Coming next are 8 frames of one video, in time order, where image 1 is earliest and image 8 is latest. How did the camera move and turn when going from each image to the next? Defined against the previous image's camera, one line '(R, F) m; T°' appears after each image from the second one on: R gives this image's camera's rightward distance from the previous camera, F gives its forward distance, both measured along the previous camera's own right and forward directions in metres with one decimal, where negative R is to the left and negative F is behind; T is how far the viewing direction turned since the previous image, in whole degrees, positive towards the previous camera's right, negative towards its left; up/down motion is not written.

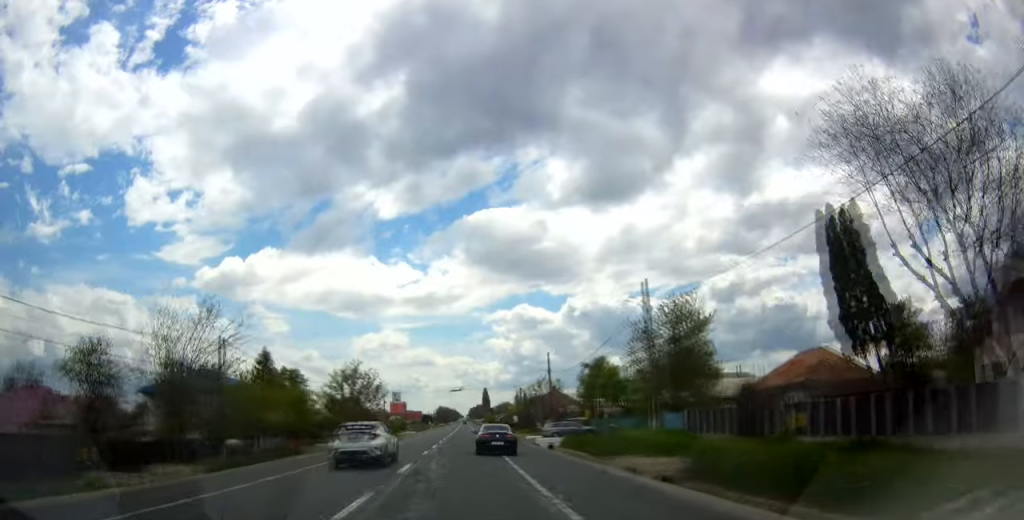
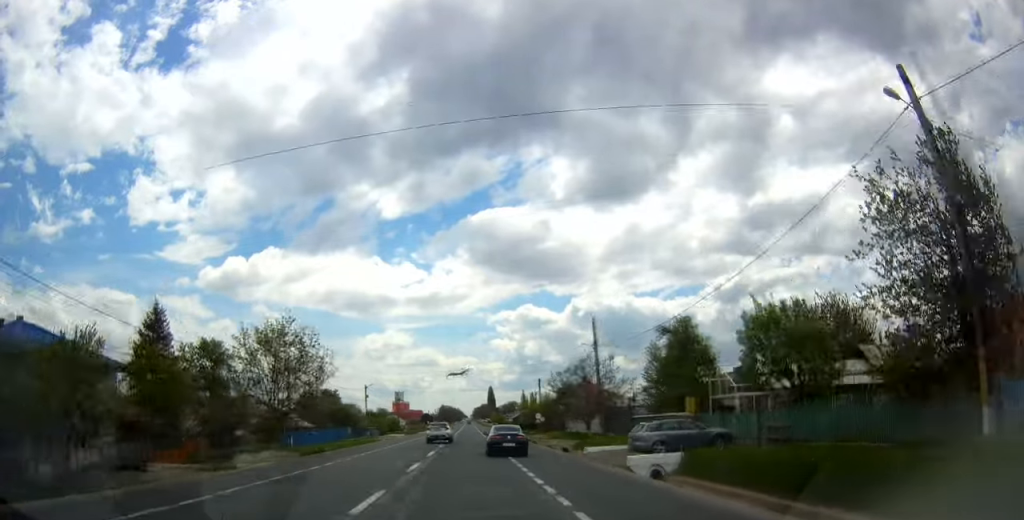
(-0.3, +25.1) m; -1°
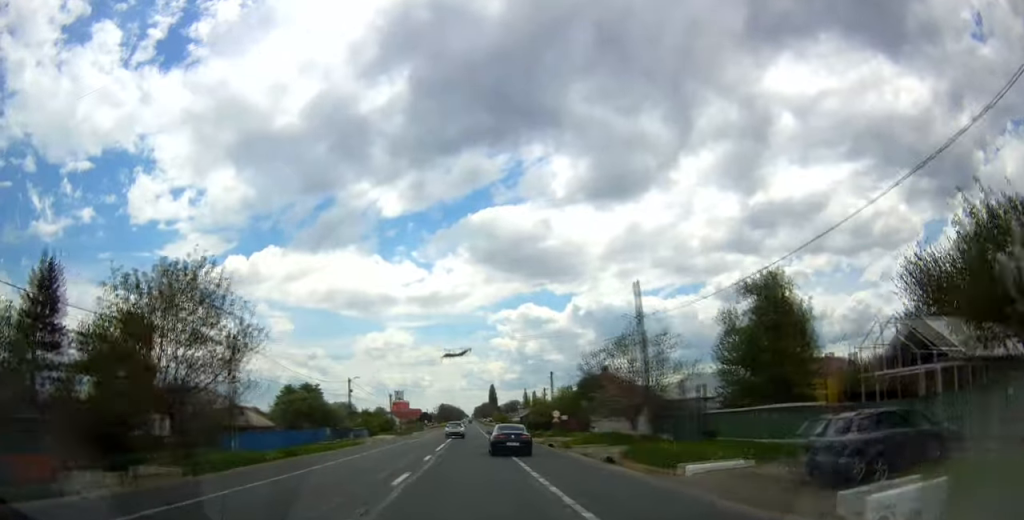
(-0.1, +13.2) m; 0°
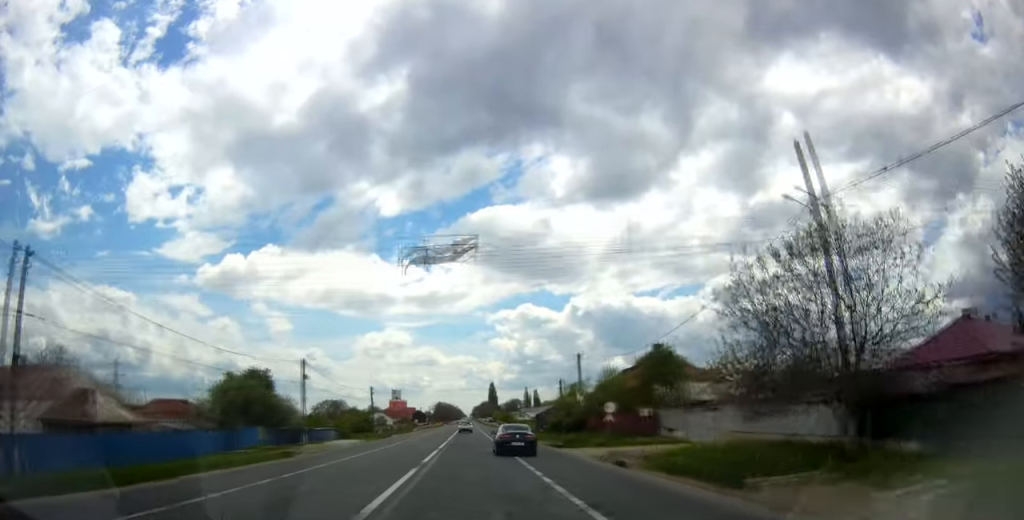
(+0.4, +22.1) m; 0°
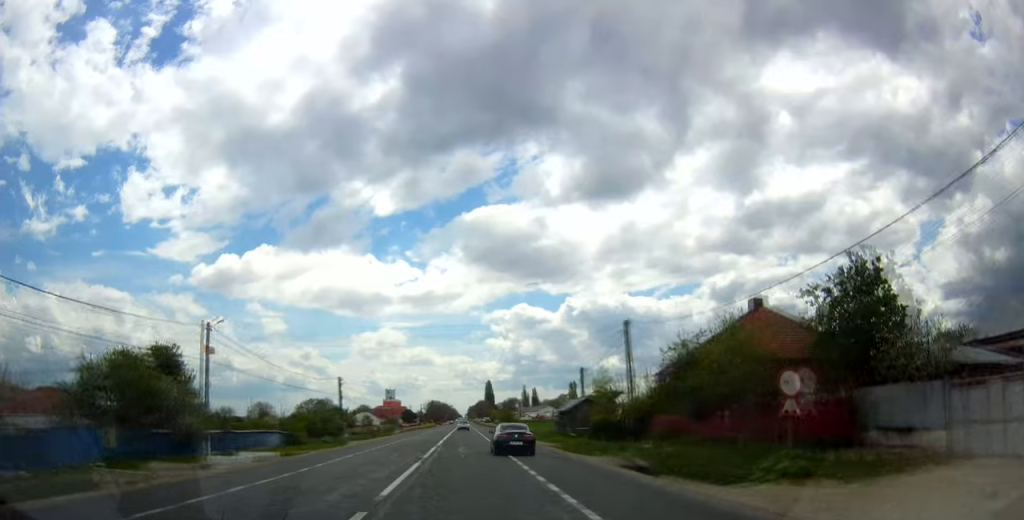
(-0.2, +21.6) m; -1°
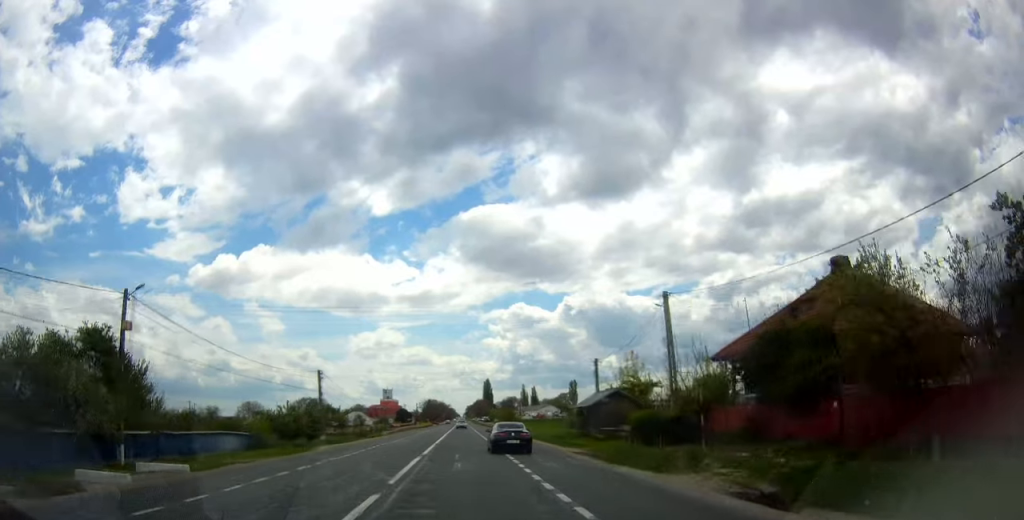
(-0.1, +9.6) m; 0°
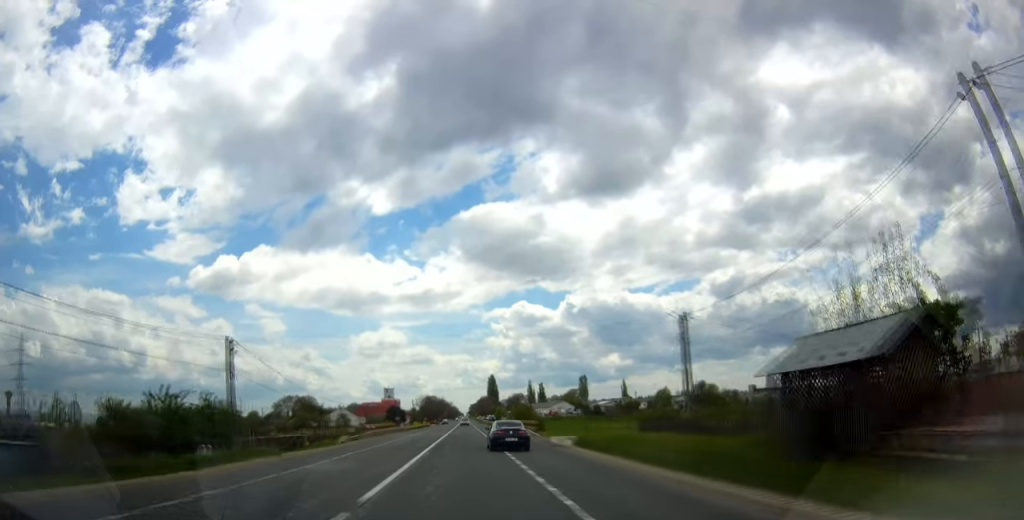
(+0.2, +26.9) m; +1°
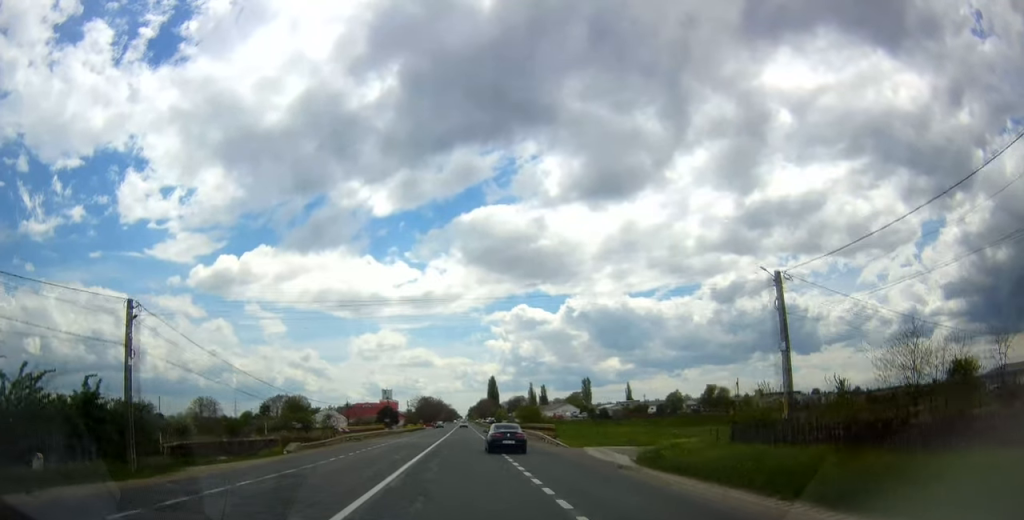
(+0.2, +13.3) m; +1°
